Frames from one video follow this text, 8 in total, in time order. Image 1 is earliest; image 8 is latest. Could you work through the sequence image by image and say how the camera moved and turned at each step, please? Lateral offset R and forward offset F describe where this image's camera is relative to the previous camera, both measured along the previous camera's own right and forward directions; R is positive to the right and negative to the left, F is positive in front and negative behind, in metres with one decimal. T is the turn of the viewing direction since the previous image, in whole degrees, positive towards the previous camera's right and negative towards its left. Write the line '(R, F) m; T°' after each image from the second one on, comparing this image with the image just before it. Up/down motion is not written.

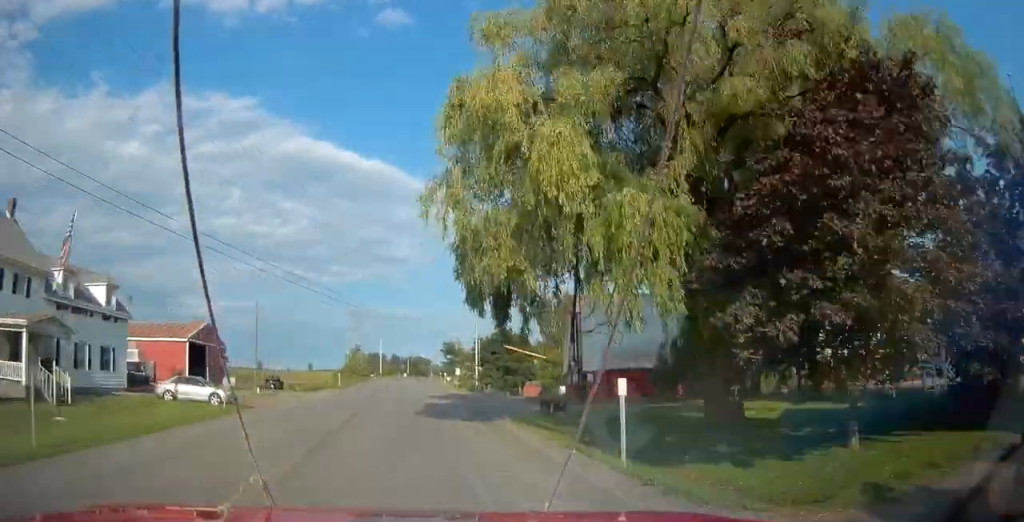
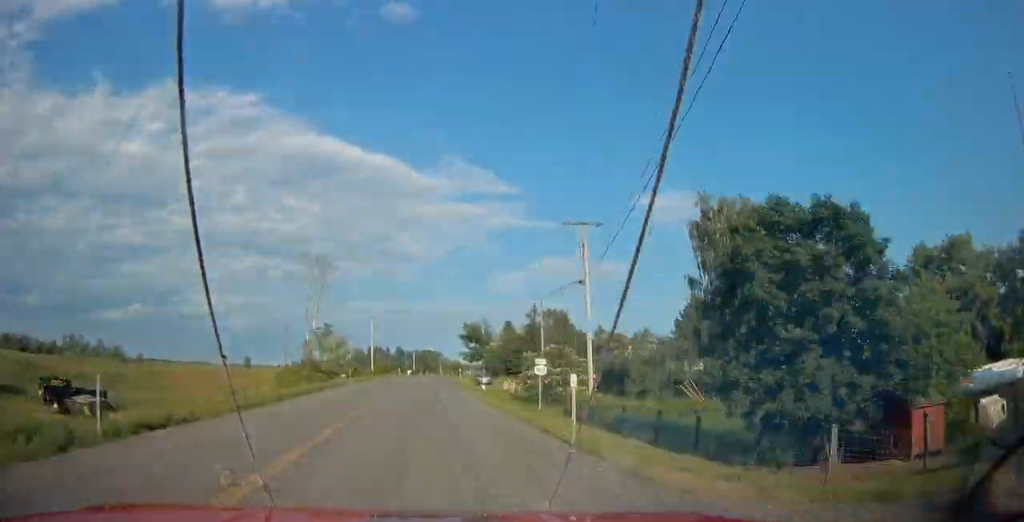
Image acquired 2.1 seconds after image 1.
(-0.1, +53.7) m; 0°
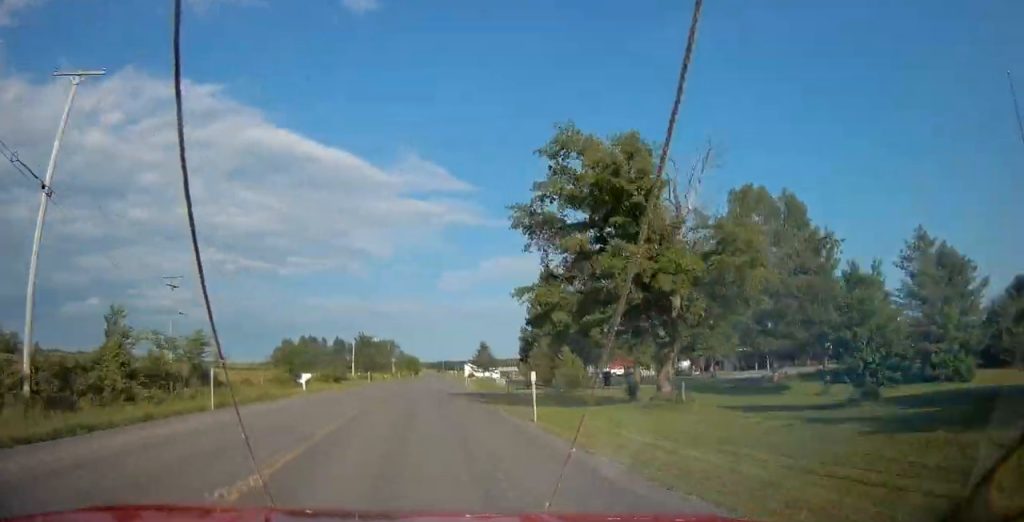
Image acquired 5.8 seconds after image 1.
(+1.9, +96.0) m; +3°
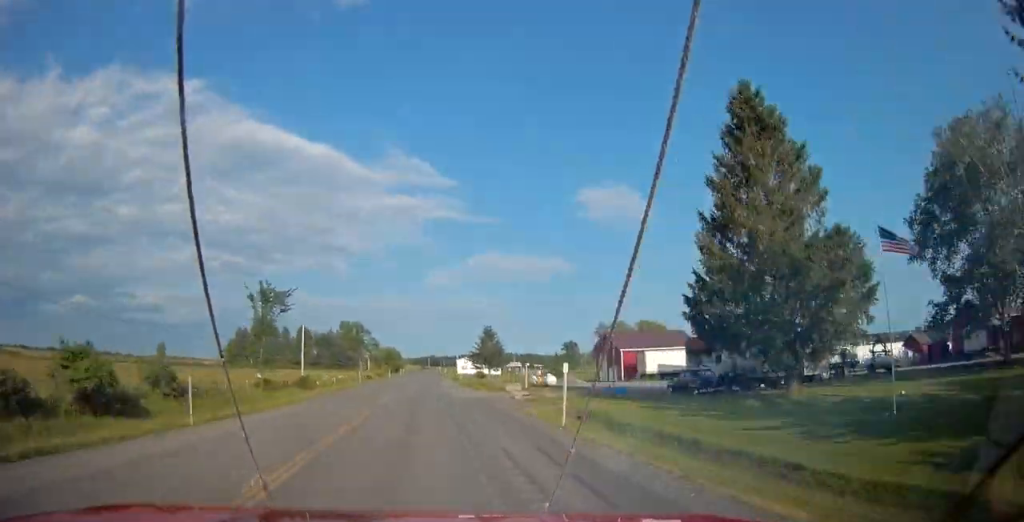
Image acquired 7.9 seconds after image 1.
(+0.9, +55.0) m; +2°
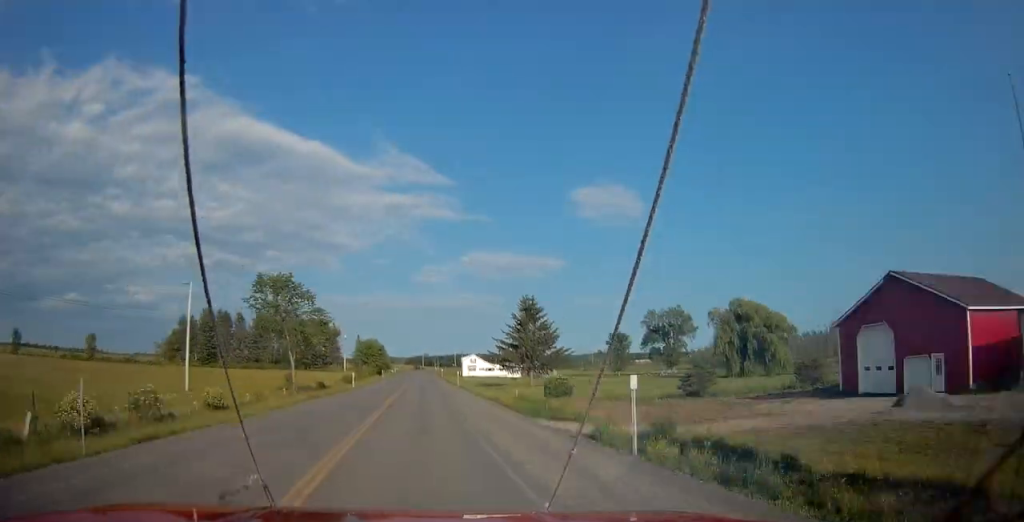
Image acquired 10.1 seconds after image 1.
(+1.2, +57.8) m; +1°
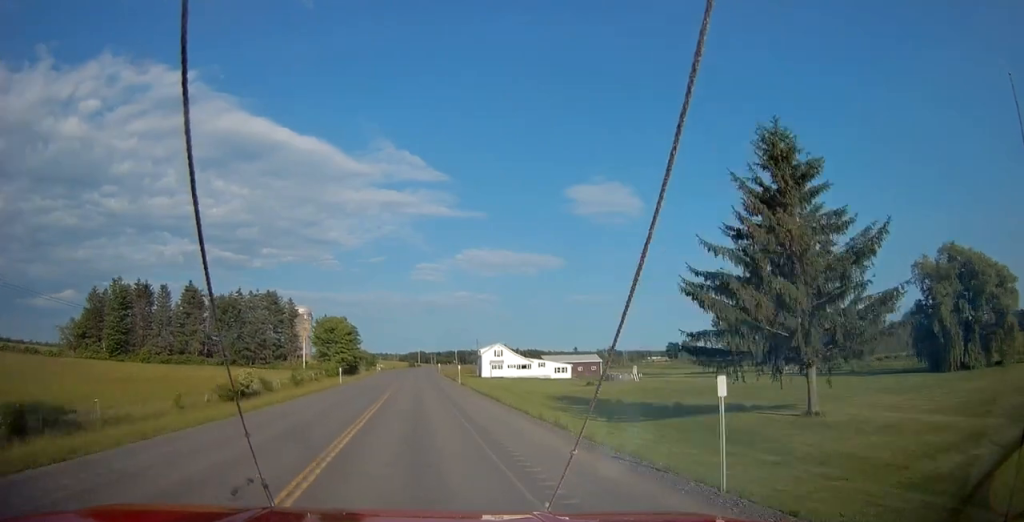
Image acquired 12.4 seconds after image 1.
(+0.6, +60.3) m; +1°
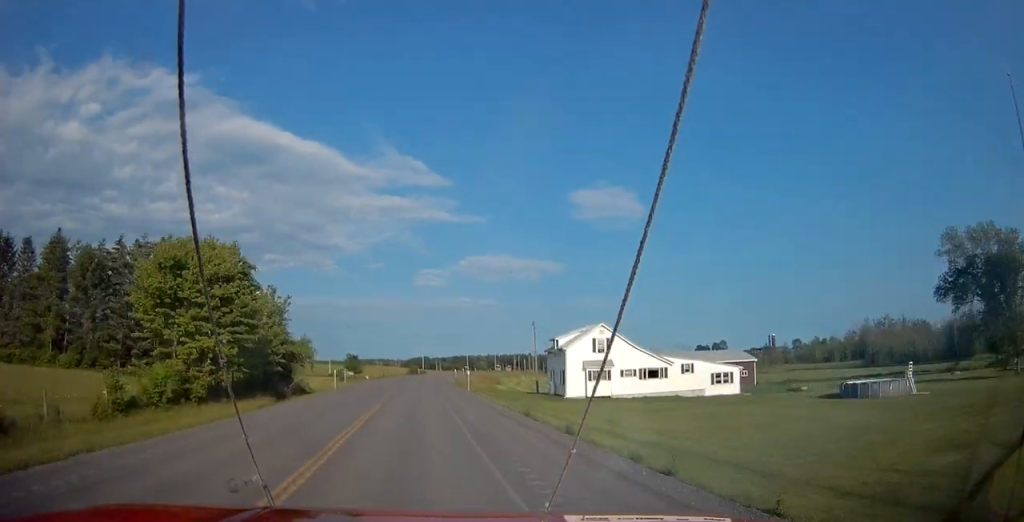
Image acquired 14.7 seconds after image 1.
(+0.1, +59.9) m; +1°
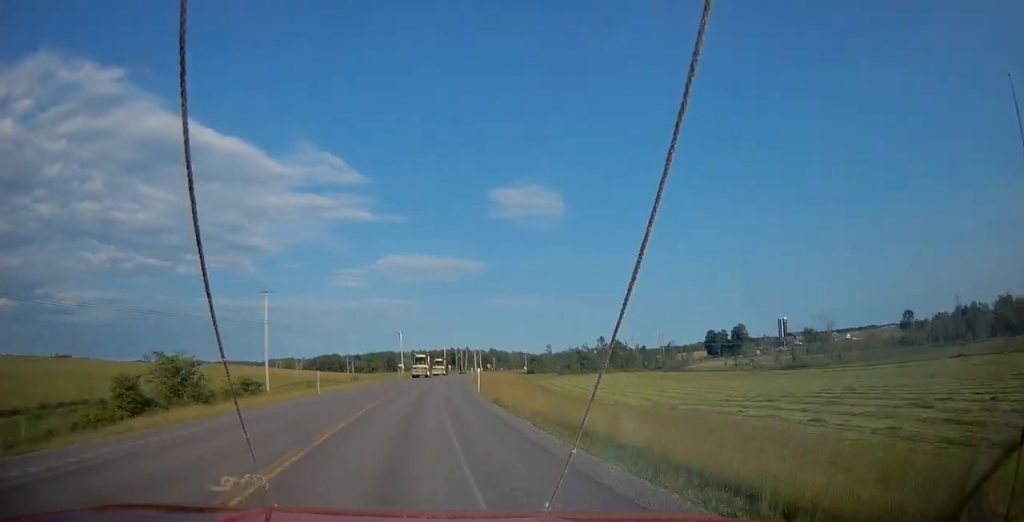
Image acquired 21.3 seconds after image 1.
(+8.2, +169.3) m; +8°
